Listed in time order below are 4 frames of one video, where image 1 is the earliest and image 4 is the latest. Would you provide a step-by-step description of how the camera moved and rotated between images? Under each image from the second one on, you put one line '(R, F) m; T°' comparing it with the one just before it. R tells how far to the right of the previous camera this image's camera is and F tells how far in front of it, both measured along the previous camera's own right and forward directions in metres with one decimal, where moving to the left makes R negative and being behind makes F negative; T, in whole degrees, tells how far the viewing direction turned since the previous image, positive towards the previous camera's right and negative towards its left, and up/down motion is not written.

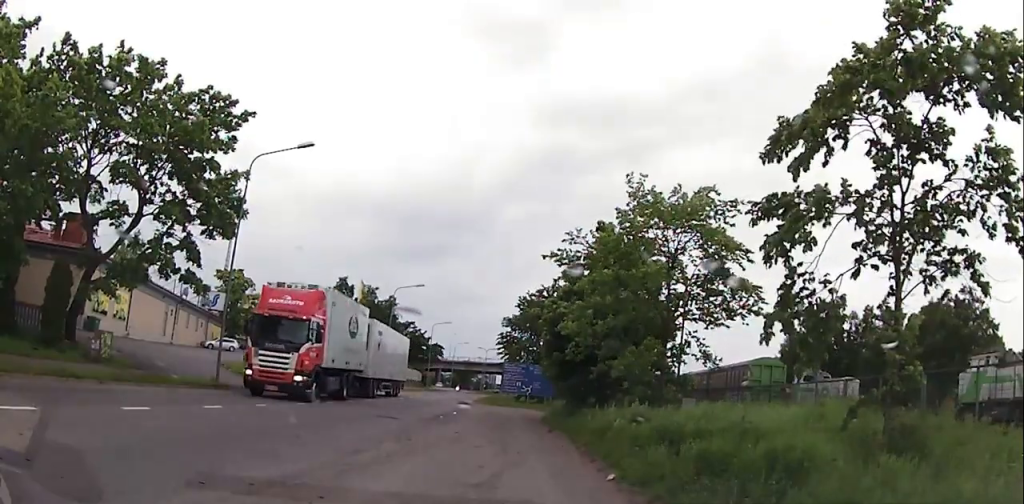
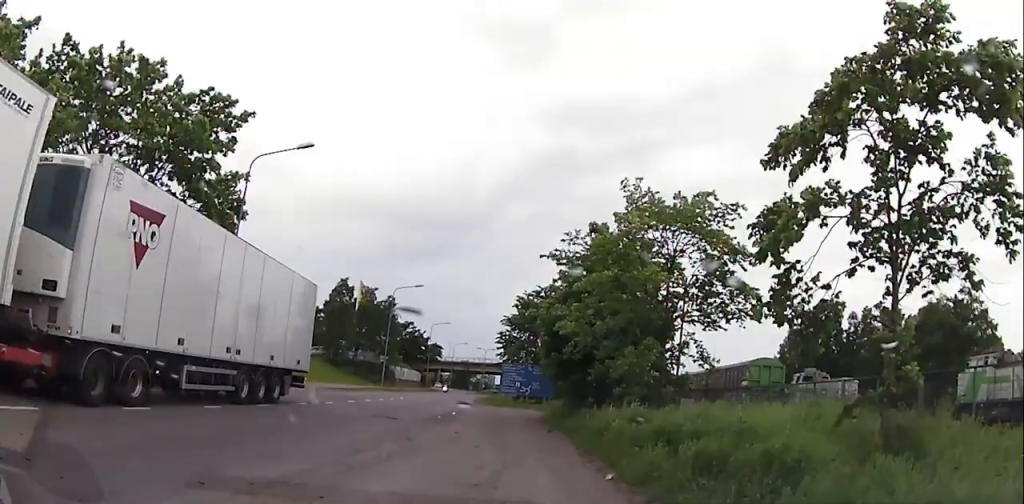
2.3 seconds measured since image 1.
(0.0, 0.0) m; 0°
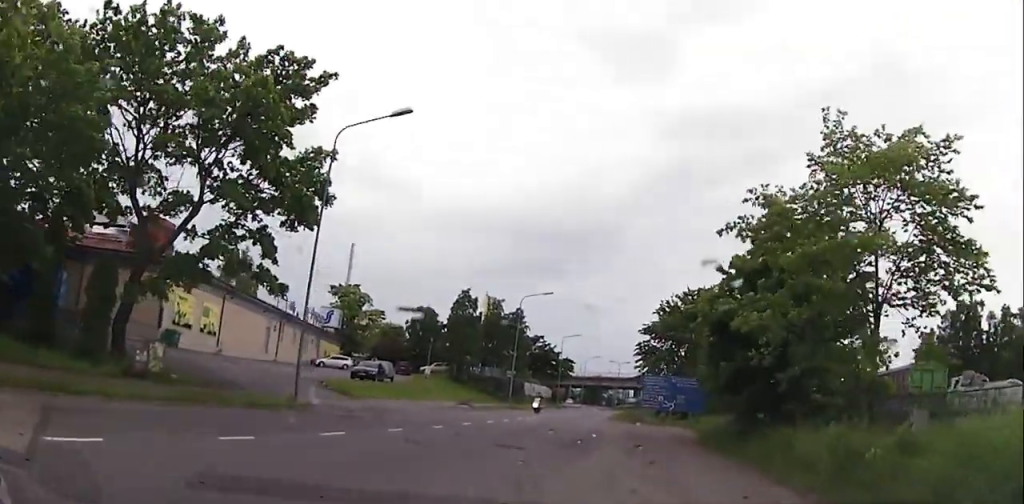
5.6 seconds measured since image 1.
(-0.1, +3.3) m; +1°
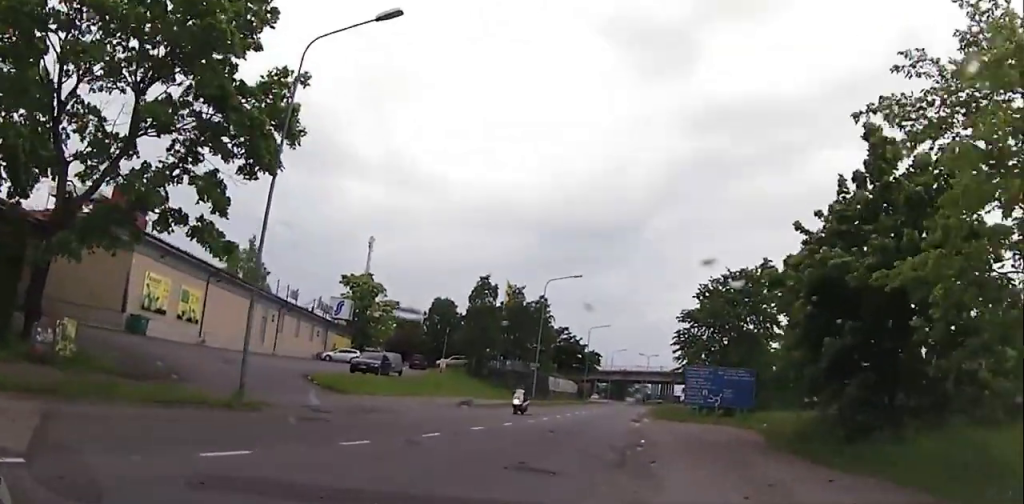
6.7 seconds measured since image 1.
(+0.1, +5.2) m; +1°
